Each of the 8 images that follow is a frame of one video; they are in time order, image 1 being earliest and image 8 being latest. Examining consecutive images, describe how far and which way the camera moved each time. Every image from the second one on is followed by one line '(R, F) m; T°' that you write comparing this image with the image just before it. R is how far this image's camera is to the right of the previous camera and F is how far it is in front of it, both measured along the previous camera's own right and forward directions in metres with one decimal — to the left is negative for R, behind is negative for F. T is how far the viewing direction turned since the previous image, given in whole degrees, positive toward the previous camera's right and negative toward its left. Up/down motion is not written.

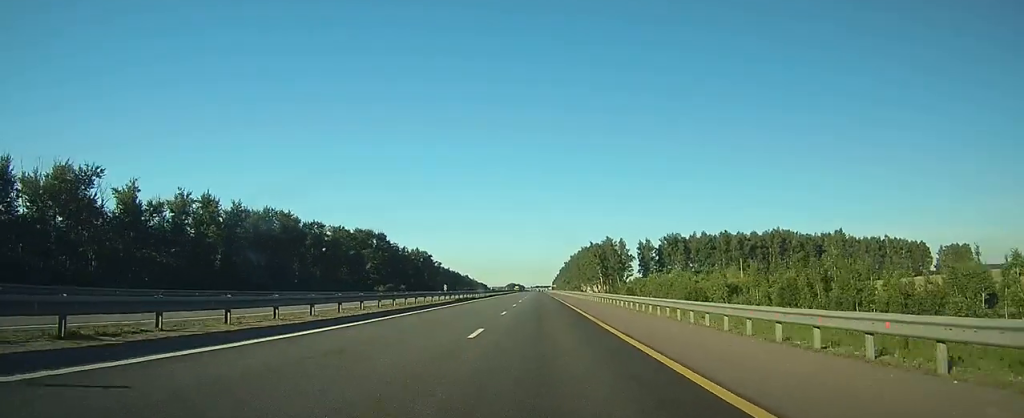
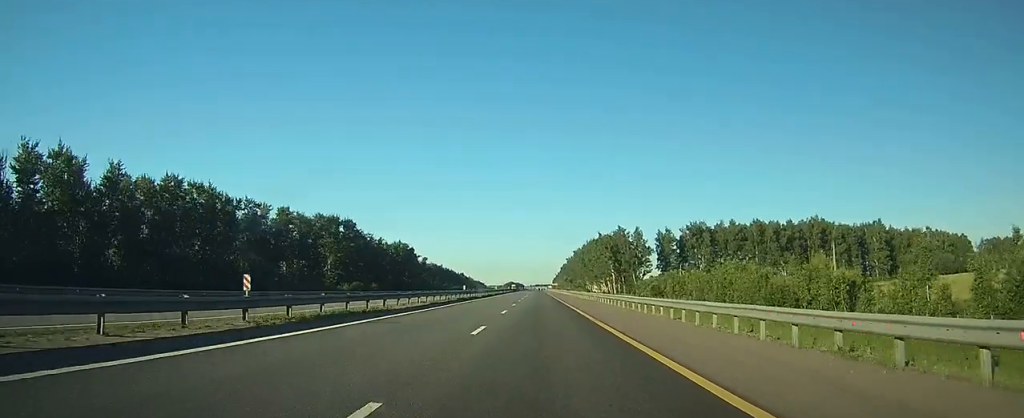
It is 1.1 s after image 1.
(0.0, +34.8) m; 0°
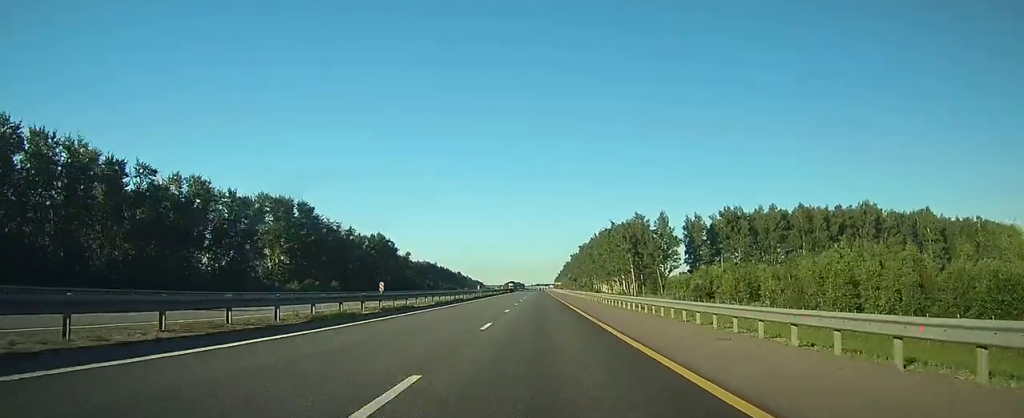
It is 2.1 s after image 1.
(+0.1, +33.8) m; 0°
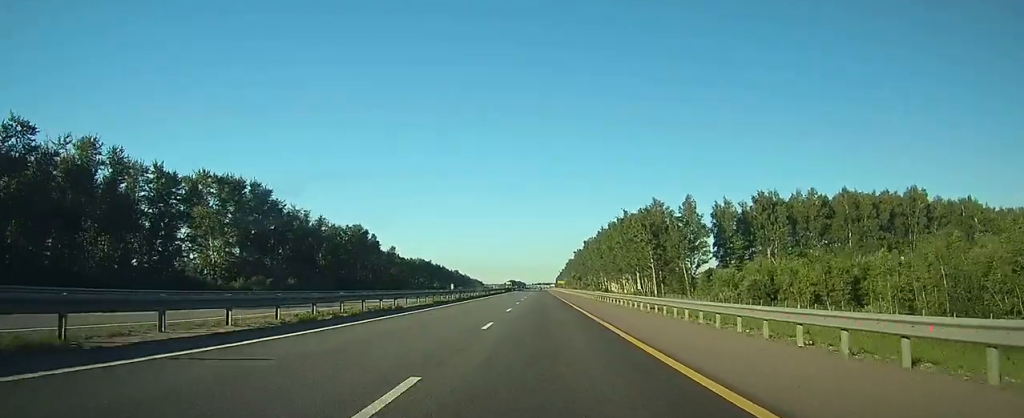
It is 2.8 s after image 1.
(0.0, +24.0) m; 0°
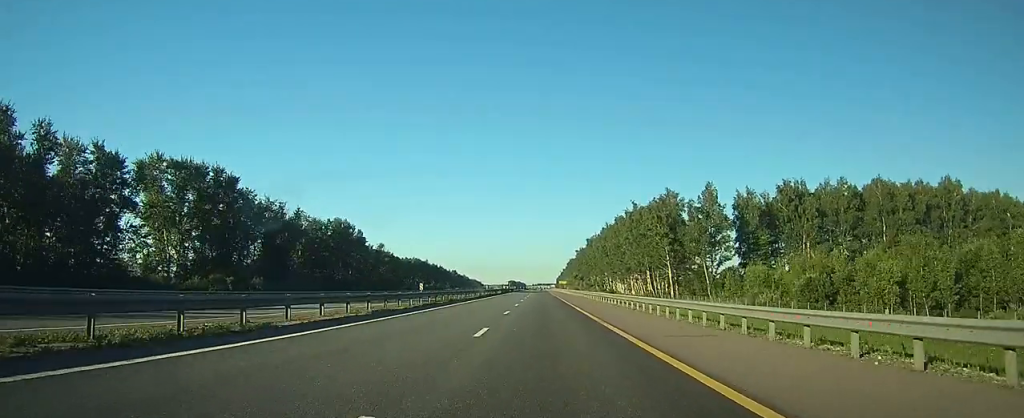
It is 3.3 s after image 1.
(0.0, +14.2) m; 0°
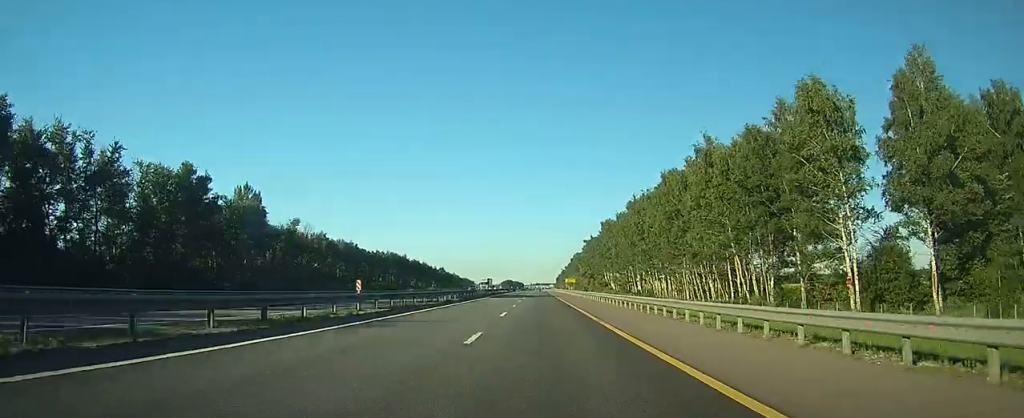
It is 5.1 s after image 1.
(-0.1, +61.3) m; 0°
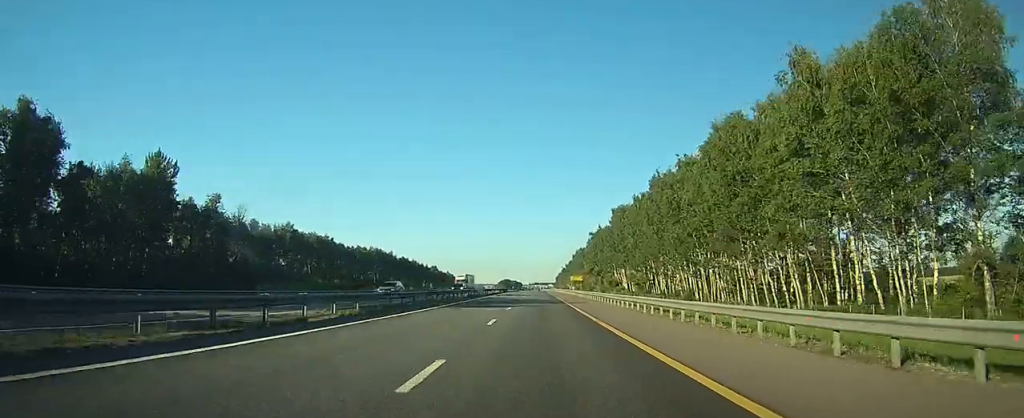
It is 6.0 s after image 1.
(+0.1, +29.7) m; 0°
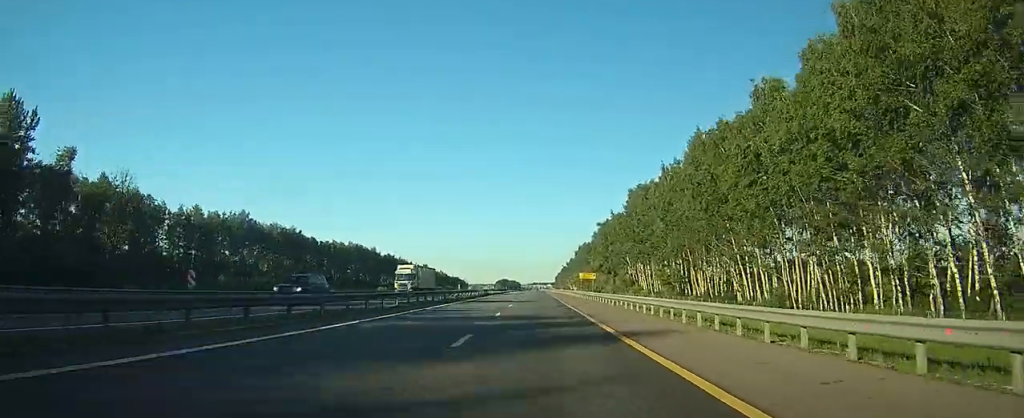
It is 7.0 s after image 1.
(+0.1, +30.9) m; 0°
